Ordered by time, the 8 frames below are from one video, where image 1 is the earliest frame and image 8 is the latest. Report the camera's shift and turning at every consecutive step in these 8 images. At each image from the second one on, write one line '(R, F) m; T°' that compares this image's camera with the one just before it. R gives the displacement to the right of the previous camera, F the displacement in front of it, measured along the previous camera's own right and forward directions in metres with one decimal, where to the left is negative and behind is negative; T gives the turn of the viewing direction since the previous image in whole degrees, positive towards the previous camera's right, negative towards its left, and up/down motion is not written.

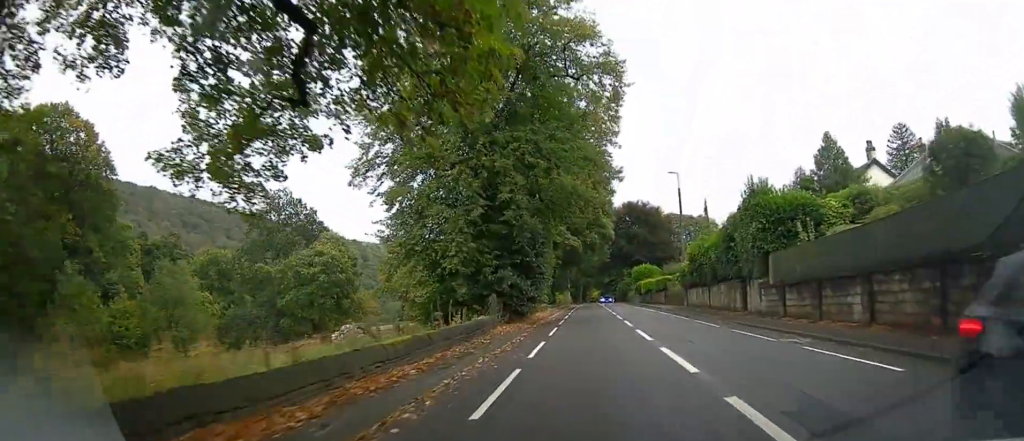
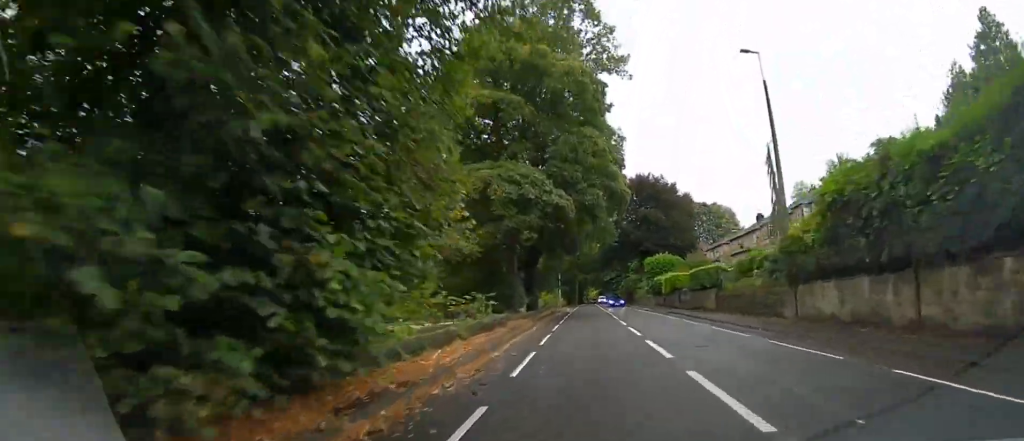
(-0.5, +21.2) m; -1°
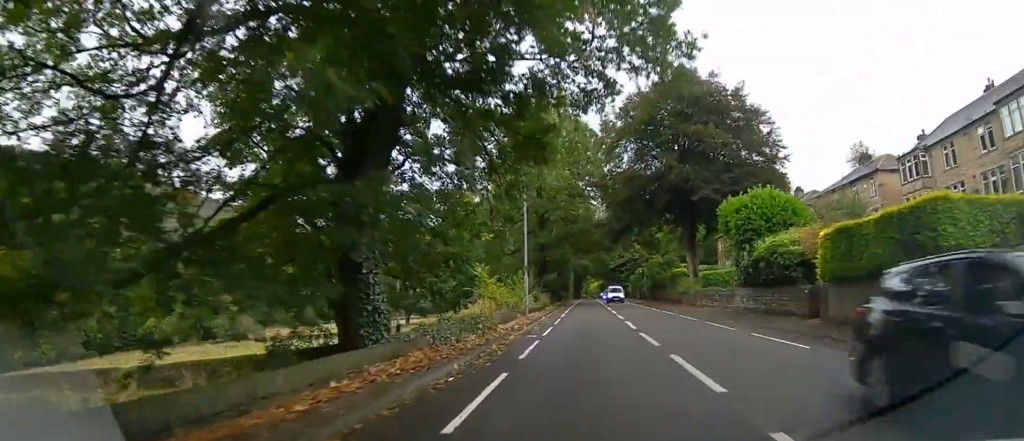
(+0.3, +33.9) m; 0°
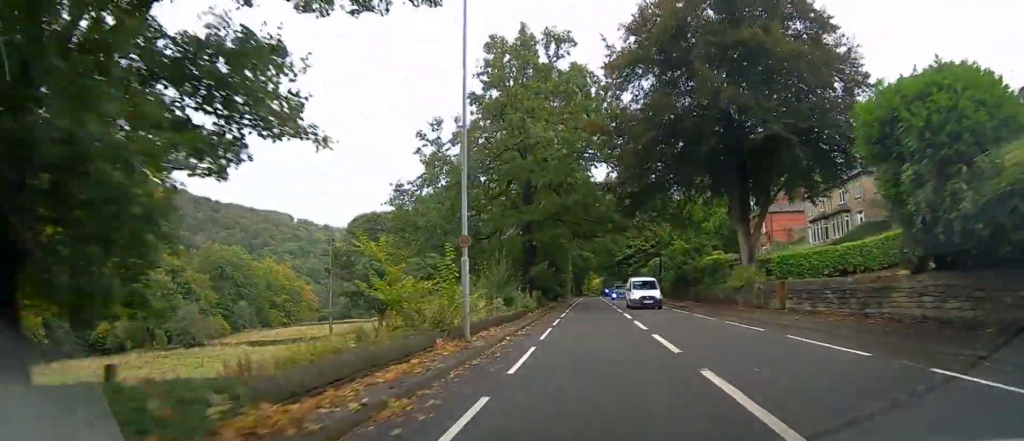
(-0.1, +14.7) m; 0°
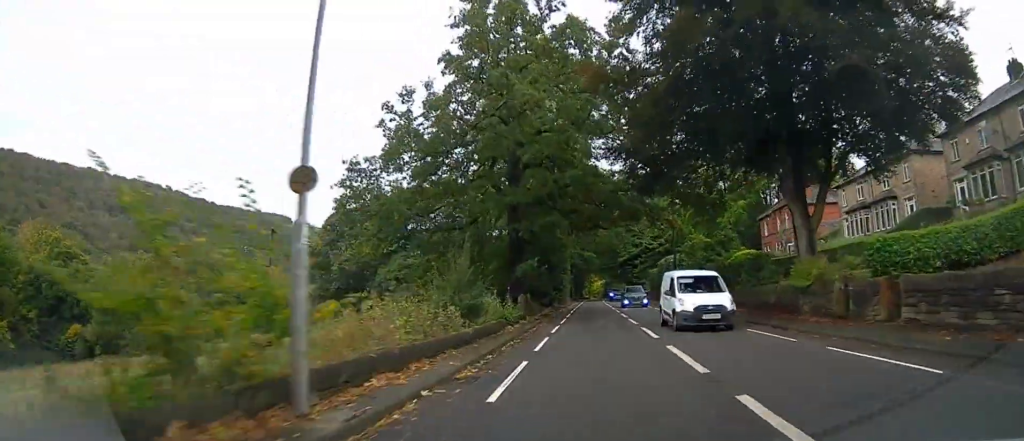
(0.0, +8.0) m; 0°
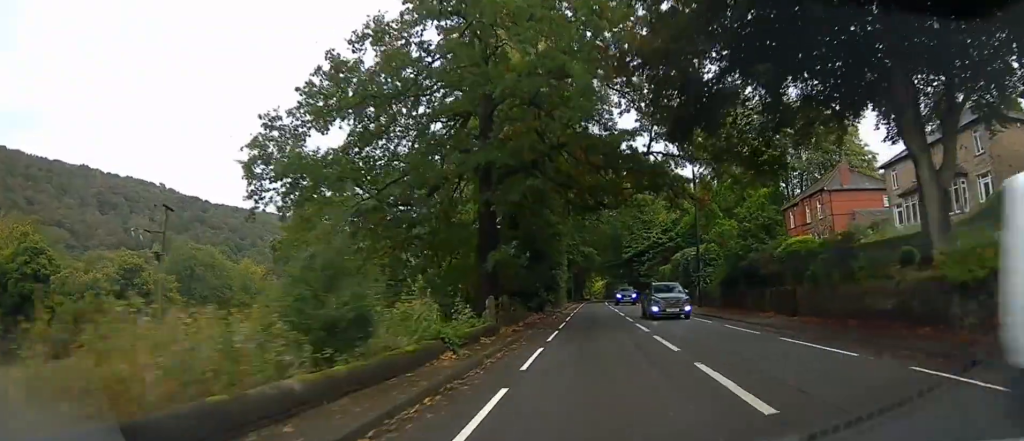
(+0.1, +8.6) m; 0°
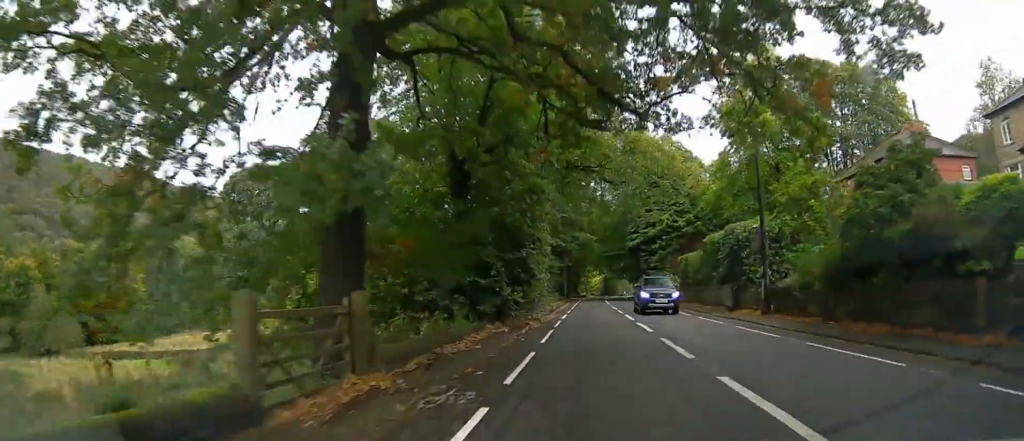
(-0.1, +13.7) m; 0°
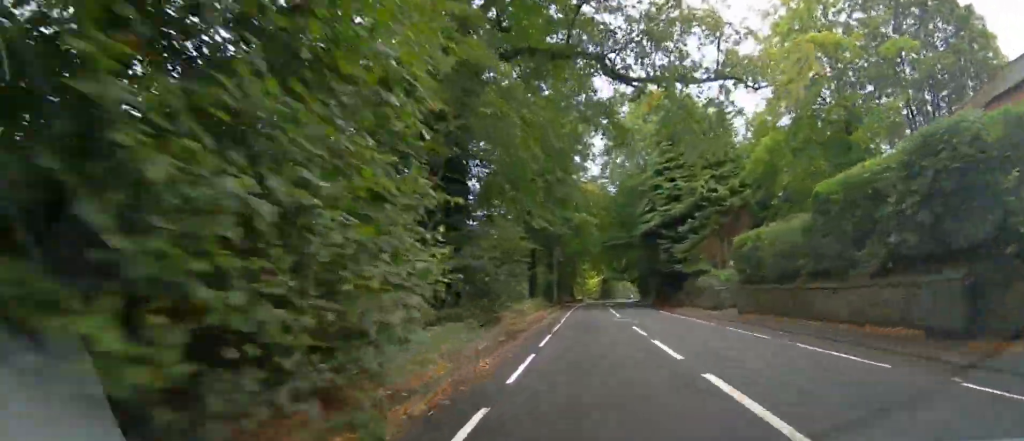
(+0.1, +17.0) m; +1°
